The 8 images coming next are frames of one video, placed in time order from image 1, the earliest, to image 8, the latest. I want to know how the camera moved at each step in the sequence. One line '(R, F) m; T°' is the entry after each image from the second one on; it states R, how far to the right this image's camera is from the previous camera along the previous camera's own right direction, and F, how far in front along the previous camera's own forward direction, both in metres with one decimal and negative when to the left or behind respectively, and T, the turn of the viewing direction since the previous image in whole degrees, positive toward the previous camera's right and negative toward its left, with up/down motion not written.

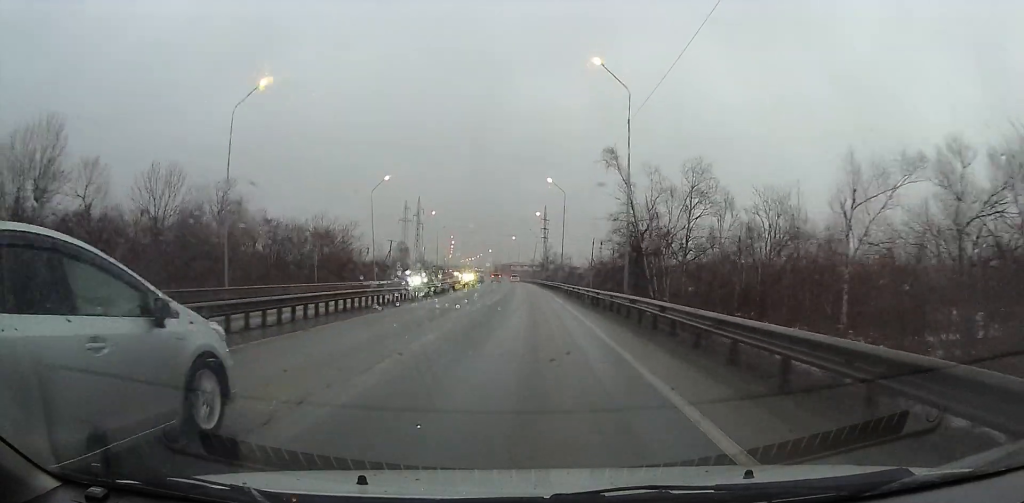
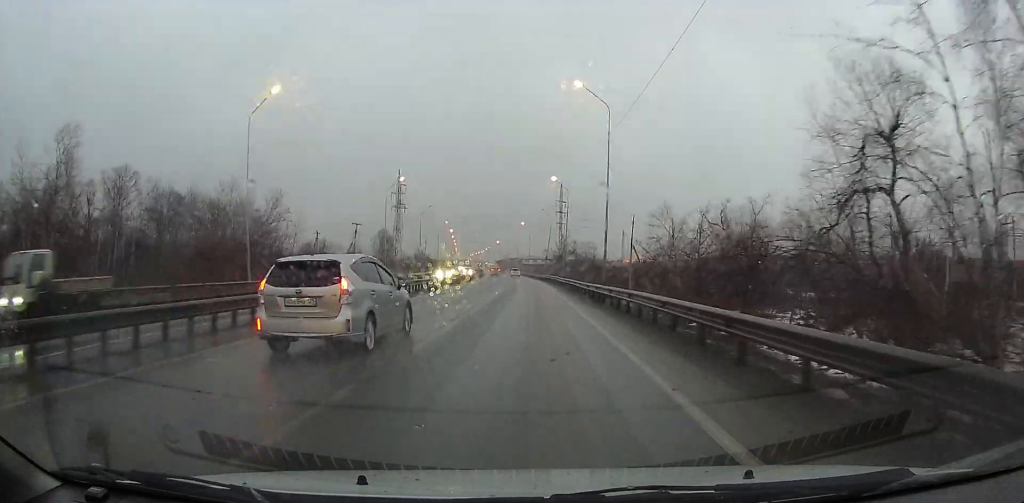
(-0.5, +37.3) m; -1°
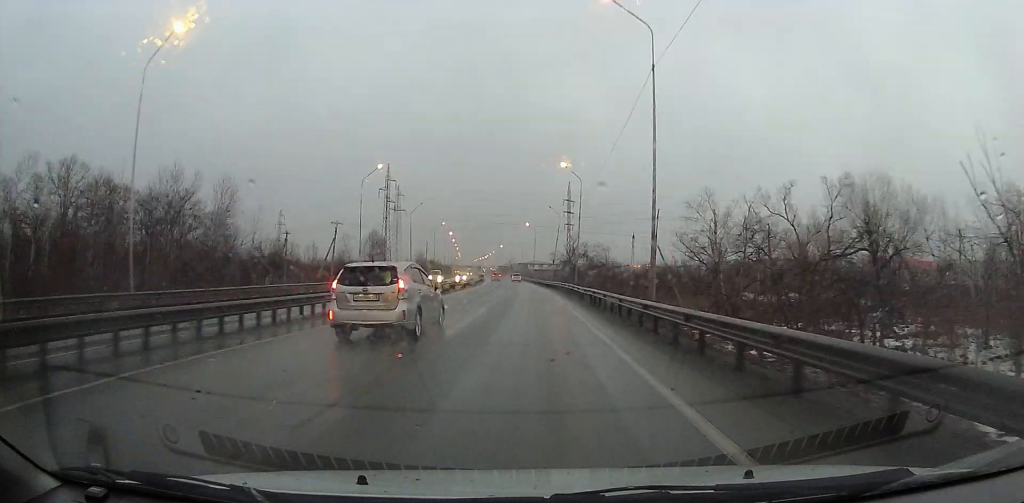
(0.0, +13.8) m; 0°
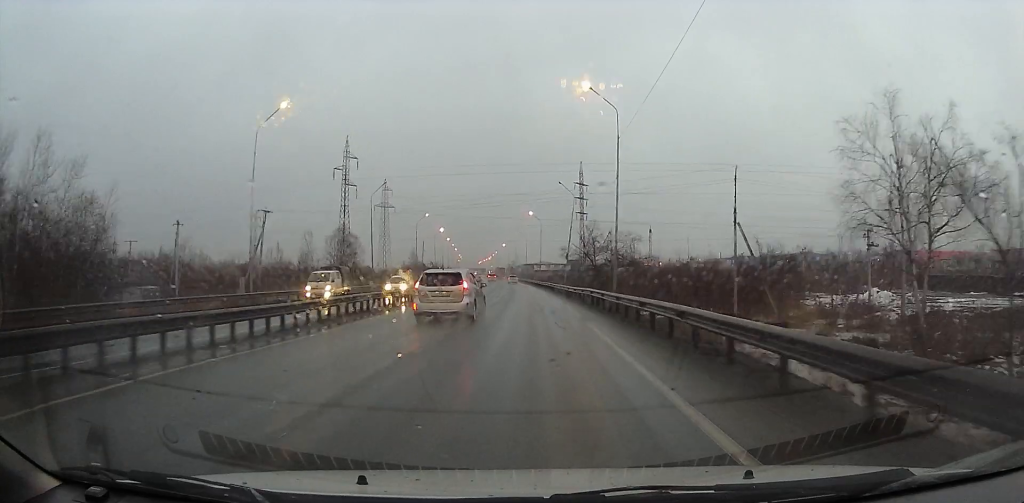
(0.0, +27.4) m; 0°
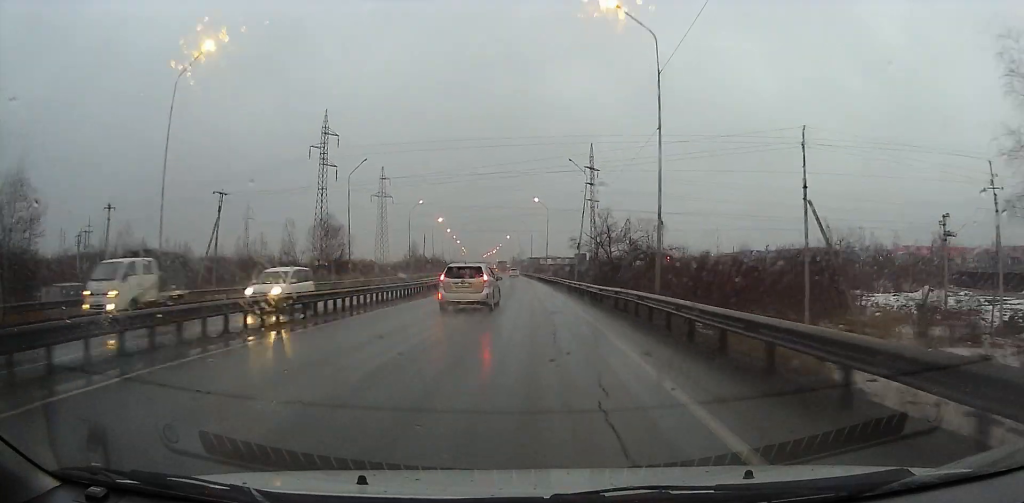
(0.0, +11.4) m; 0°
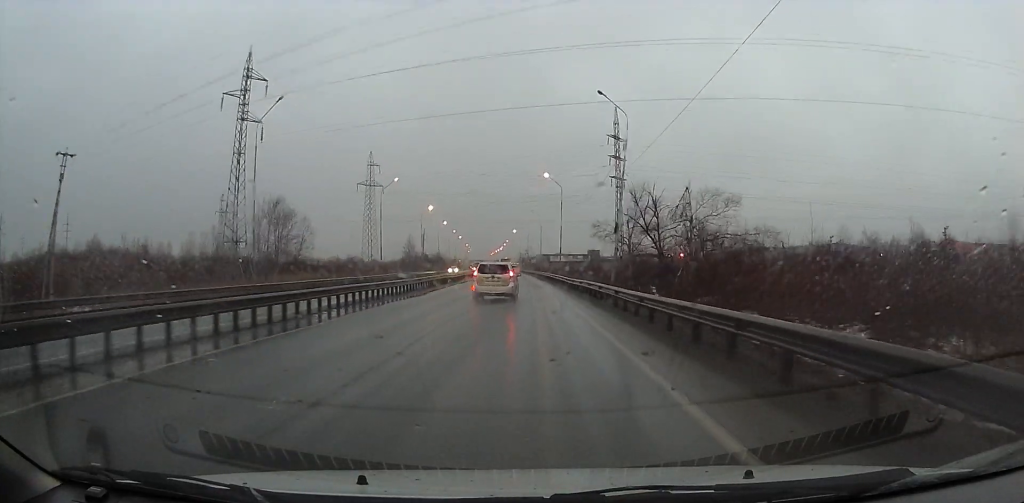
(0.0, +24.3) m; -2°
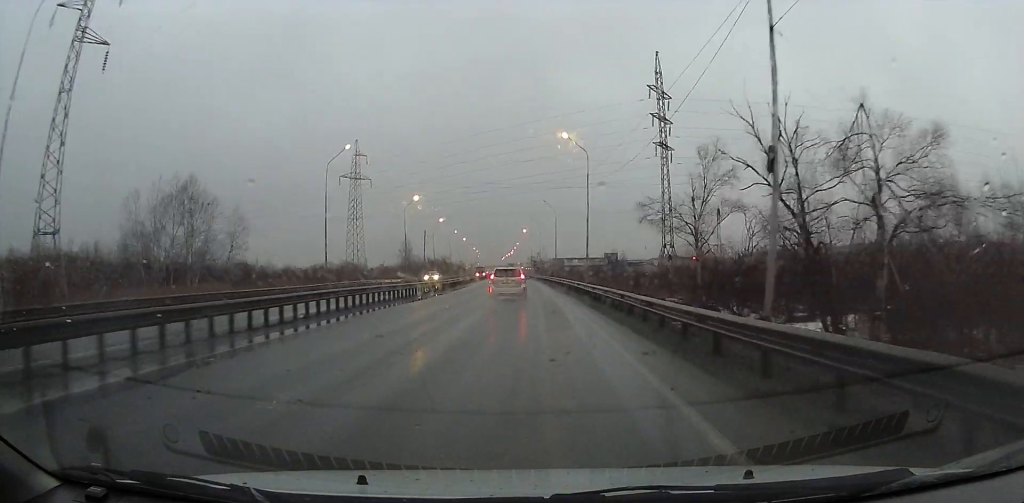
(-0.9, +25.0) m; -4°
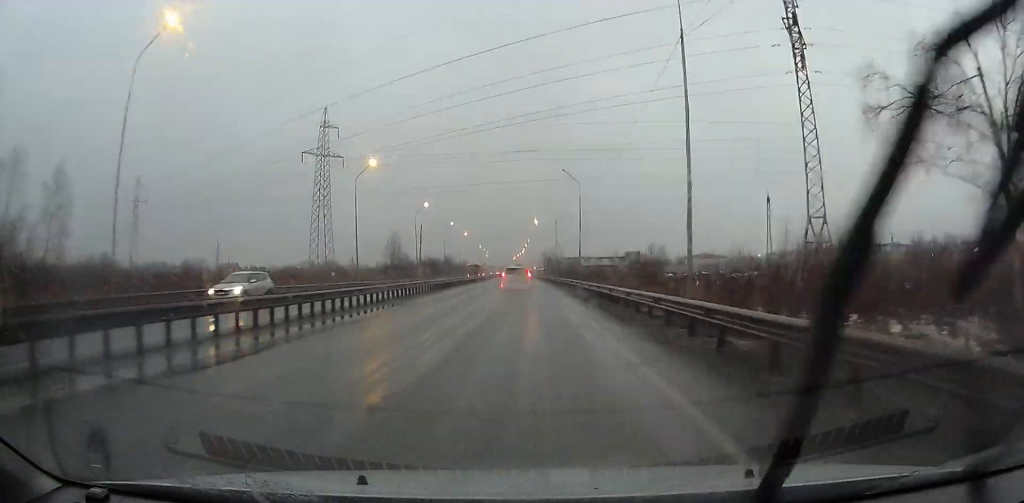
(-1.0, +31.7) m; +1°
